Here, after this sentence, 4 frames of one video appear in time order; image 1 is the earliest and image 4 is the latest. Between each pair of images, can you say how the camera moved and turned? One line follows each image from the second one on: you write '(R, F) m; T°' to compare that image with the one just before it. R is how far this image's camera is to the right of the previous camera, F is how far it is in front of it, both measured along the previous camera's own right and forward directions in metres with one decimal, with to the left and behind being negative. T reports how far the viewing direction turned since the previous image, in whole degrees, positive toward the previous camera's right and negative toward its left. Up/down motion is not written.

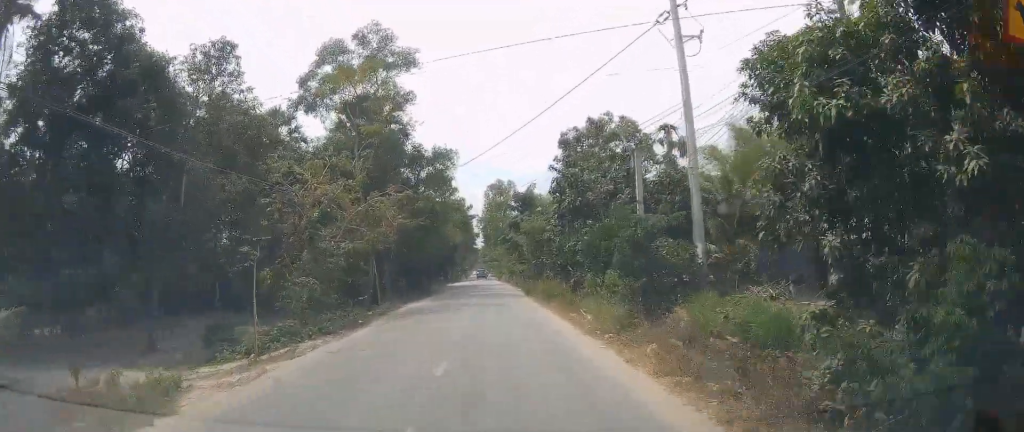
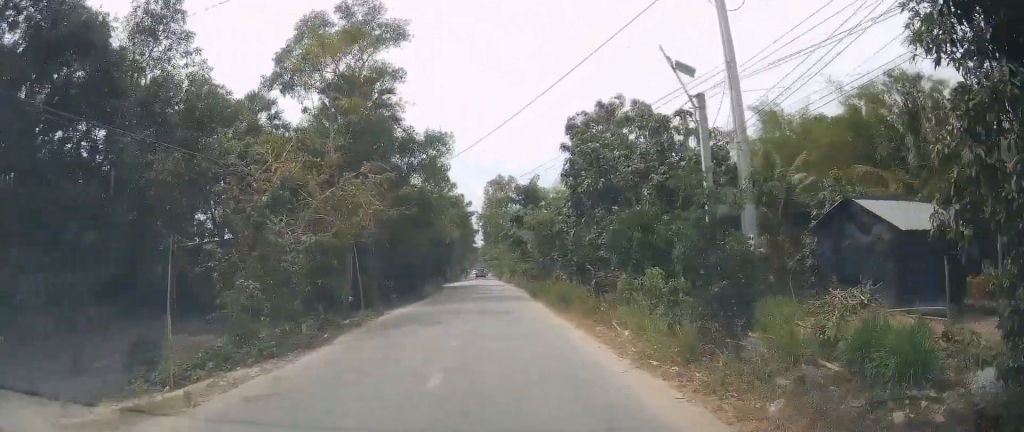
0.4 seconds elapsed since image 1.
(0.0, +5.0) m; 0°
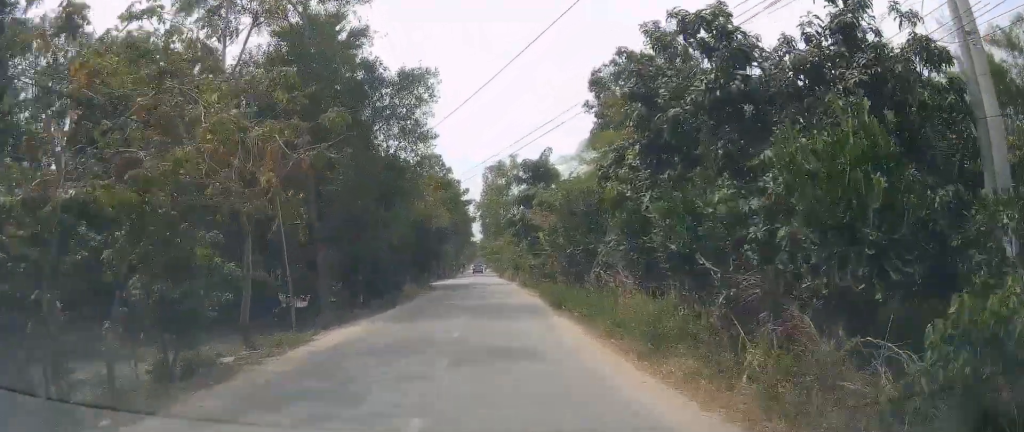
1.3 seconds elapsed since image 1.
(0.0, +10.8) m; 0°
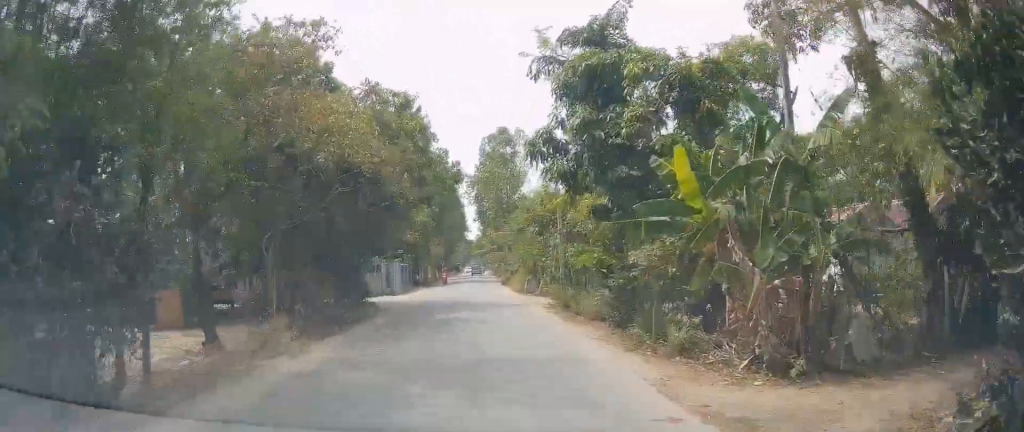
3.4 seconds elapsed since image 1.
(0.0, +25.3) m; 0°
